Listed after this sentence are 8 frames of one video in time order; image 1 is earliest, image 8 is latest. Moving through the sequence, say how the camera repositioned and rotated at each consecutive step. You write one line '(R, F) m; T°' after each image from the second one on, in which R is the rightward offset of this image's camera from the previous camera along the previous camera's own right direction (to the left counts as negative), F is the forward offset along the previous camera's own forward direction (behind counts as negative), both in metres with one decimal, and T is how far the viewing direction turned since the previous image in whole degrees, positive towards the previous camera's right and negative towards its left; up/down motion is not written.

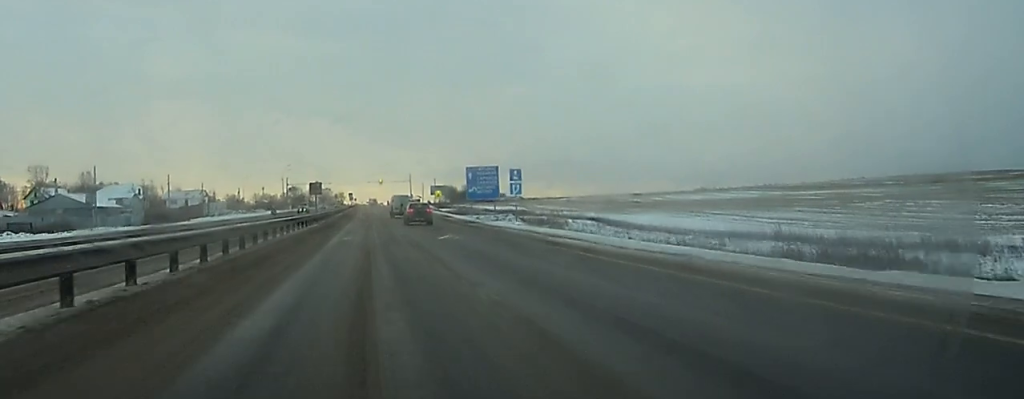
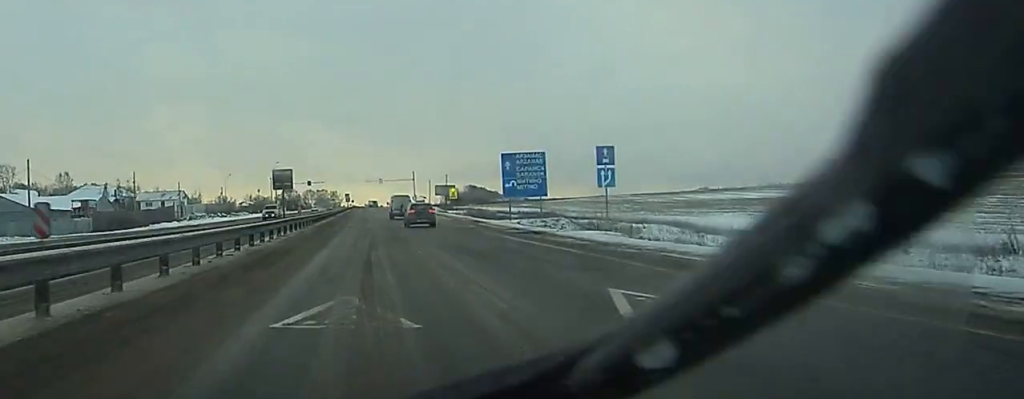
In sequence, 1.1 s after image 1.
(+0.1, +24.8) m; 0°
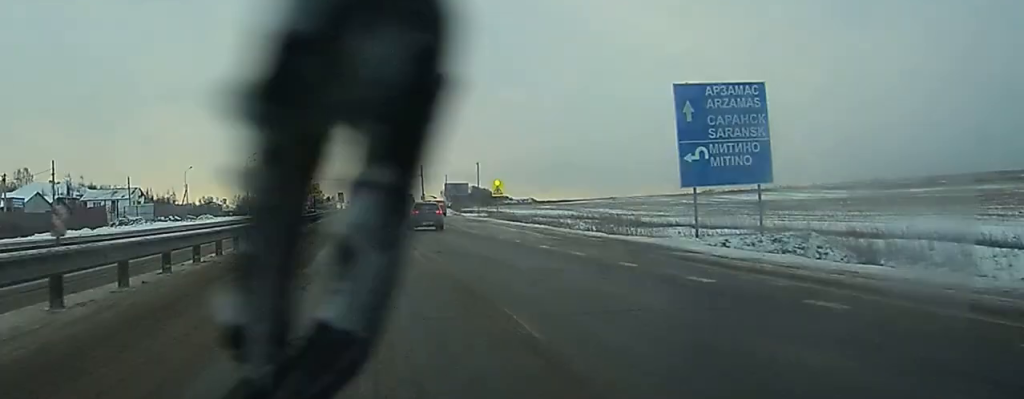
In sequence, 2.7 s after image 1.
(0.0, +38.2) m; 0°
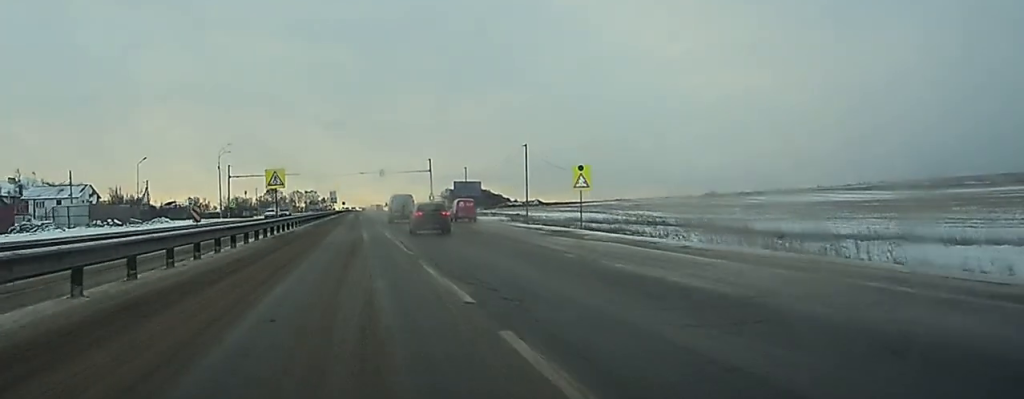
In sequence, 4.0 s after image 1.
(+0.1, +28.5) m; 0°
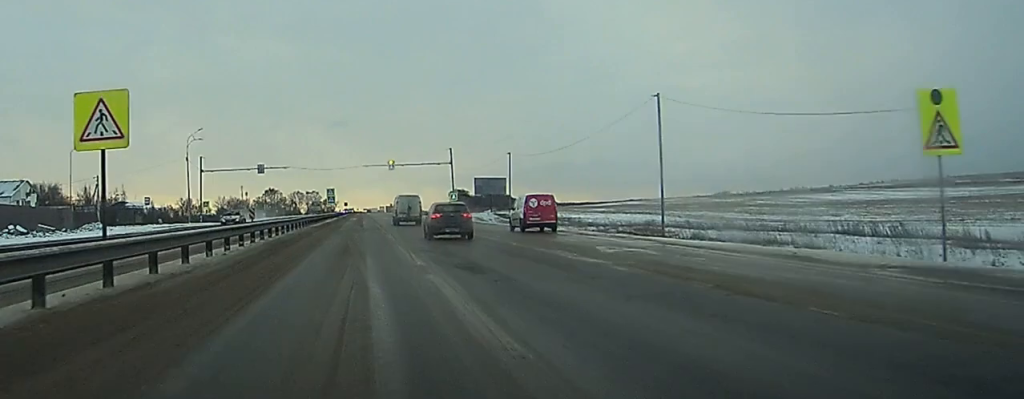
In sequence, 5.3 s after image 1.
(-0.1, +28.2) m; 0°
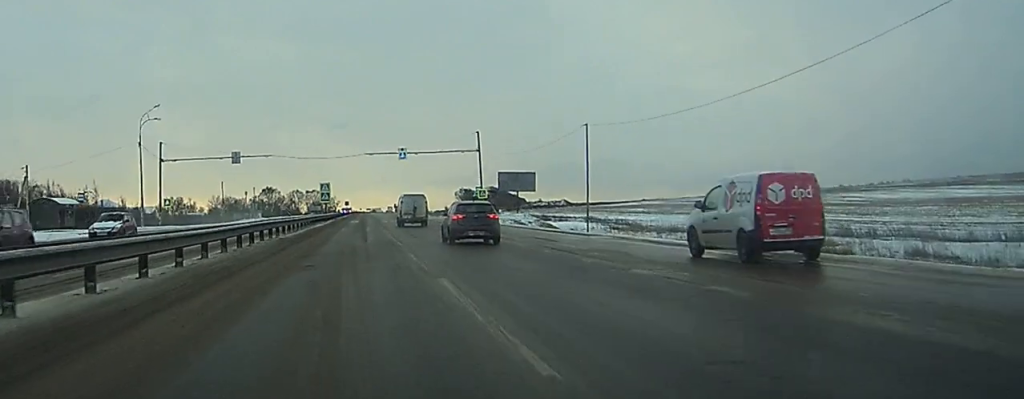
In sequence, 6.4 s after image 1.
(0.0, +25.0) m; 0°
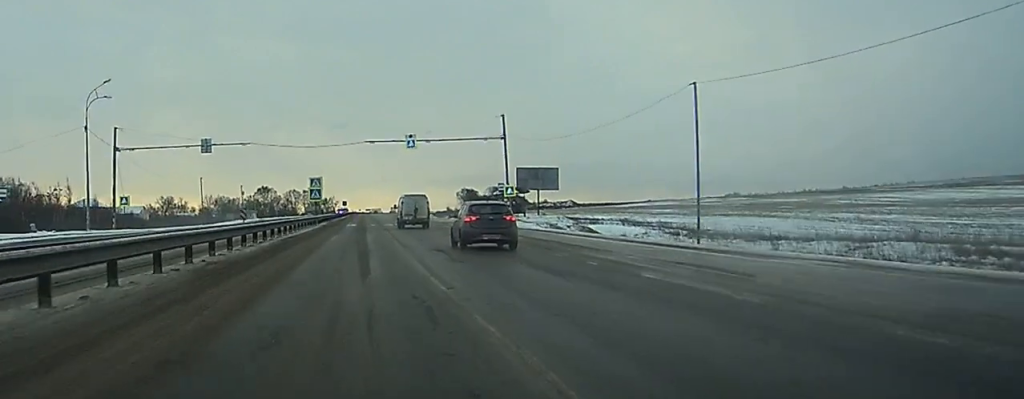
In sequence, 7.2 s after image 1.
(+0.1, +16.8) m; 0°
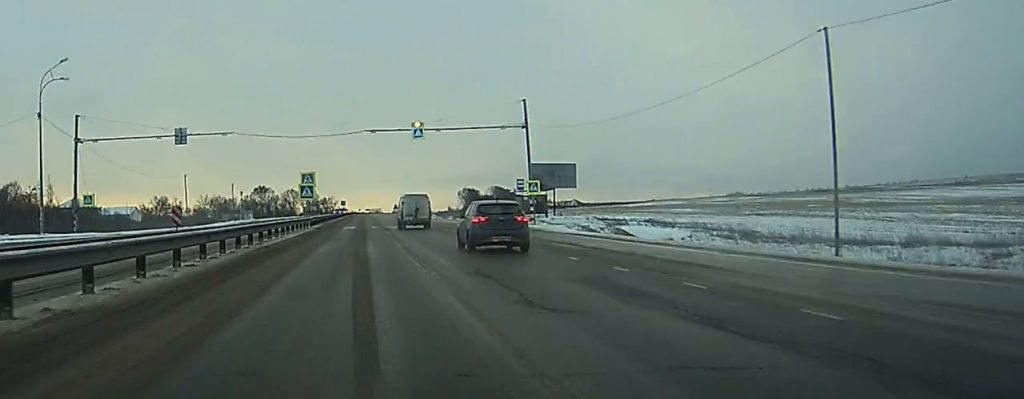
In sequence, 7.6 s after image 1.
(+0.1, +10.2) m; 0°
